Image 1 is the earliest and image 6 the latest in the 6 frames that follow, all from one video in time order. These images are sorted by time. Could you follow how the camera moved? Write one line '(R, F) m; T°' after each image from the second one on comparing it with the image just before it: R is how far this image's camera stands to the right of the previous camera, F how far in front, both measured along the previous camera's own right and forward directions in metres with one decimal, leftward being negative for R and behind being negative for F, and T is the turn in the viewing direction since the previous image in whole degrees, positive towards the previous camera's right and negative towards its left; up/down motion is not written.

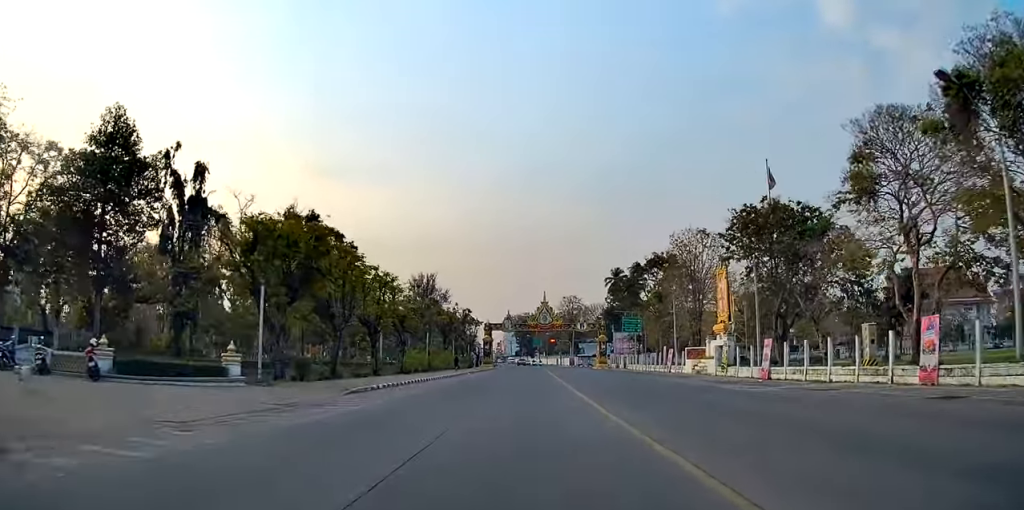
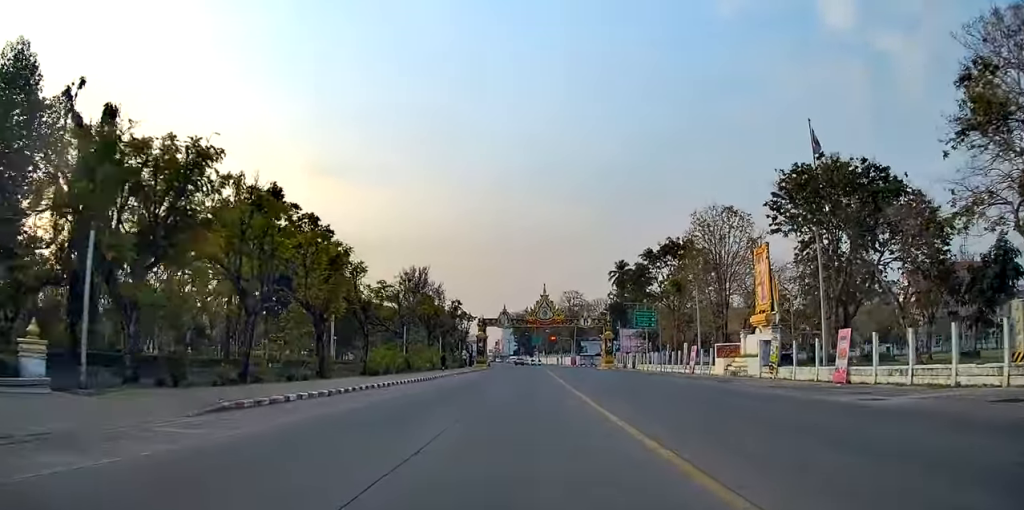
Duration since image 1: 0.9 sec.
(0.0, +11.0) m; 0°
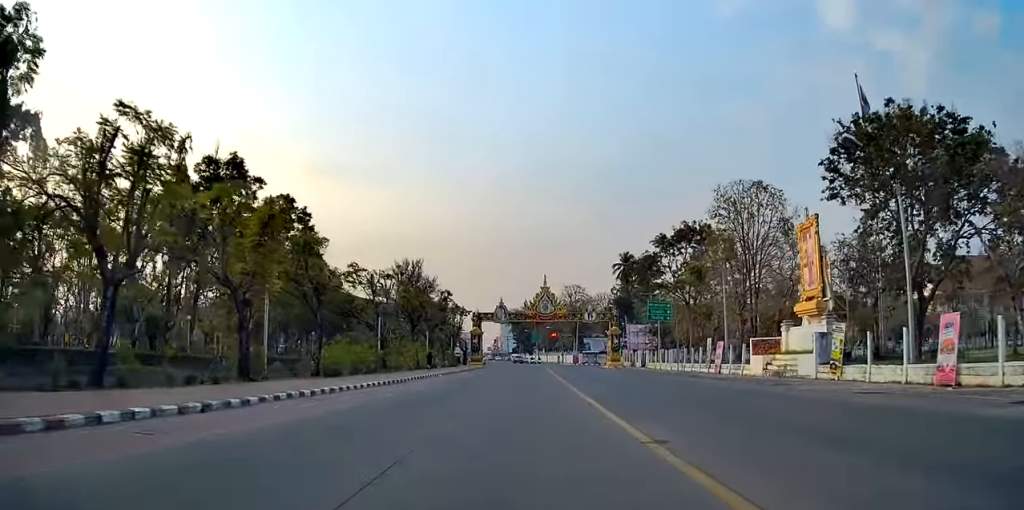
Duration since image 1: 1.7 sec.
(0.0, +8.7) m; 0°
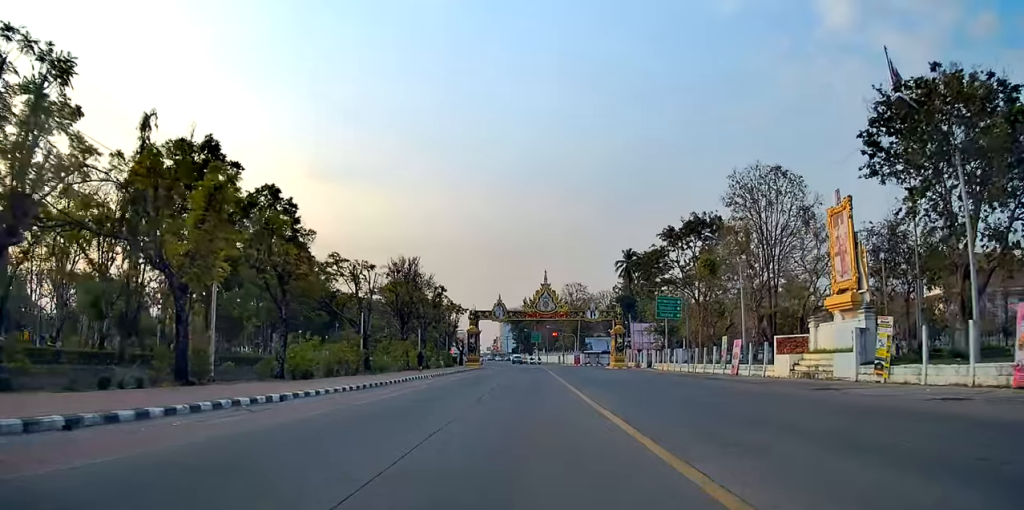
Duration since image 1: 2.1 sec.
(0.0, +4.6) m; 0°
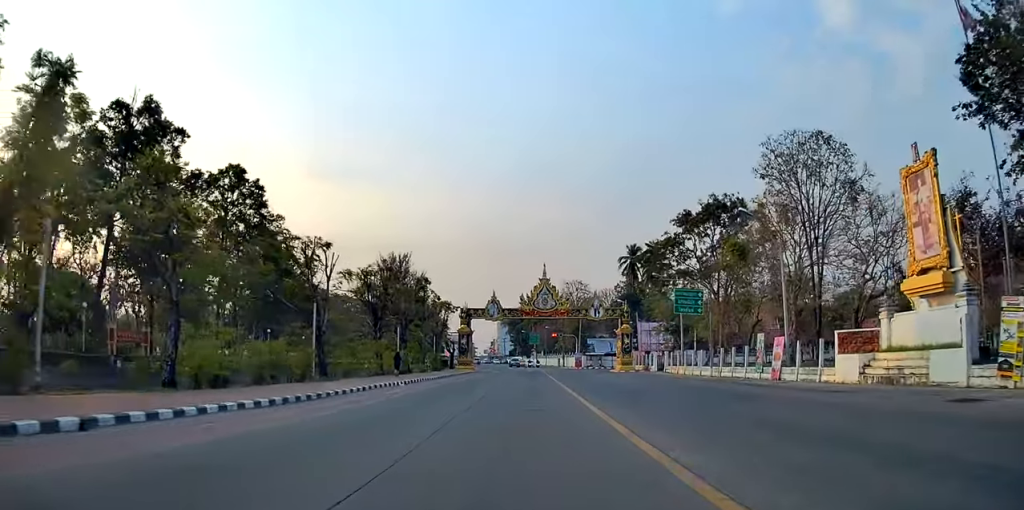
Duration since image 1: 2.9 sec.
(0.0, +9.0) m; +1°
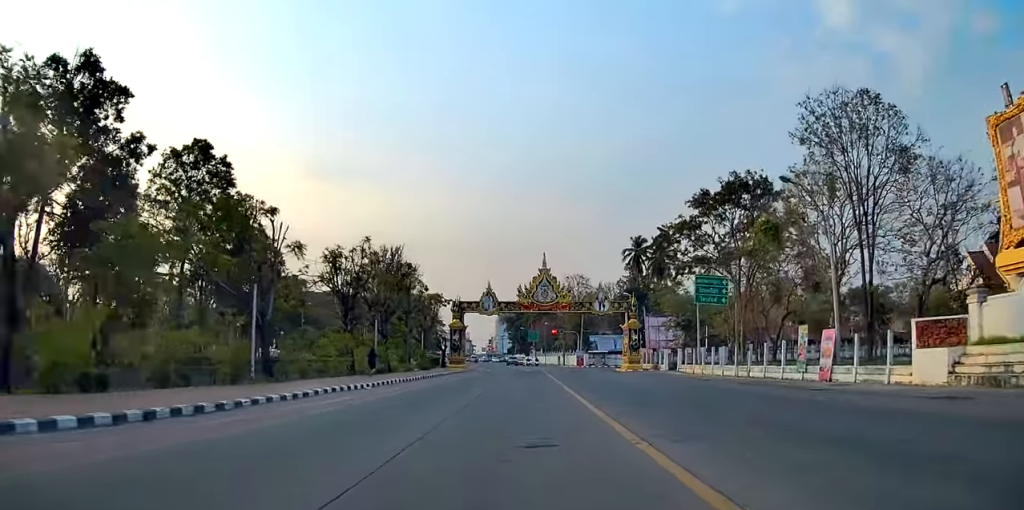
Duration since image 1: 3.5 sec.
(-0.2, +7.1) m; +2°
